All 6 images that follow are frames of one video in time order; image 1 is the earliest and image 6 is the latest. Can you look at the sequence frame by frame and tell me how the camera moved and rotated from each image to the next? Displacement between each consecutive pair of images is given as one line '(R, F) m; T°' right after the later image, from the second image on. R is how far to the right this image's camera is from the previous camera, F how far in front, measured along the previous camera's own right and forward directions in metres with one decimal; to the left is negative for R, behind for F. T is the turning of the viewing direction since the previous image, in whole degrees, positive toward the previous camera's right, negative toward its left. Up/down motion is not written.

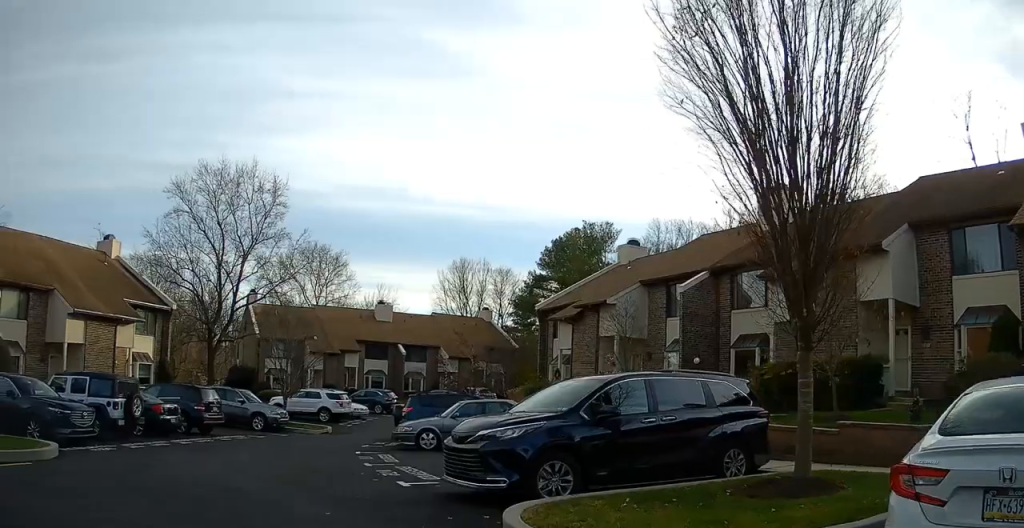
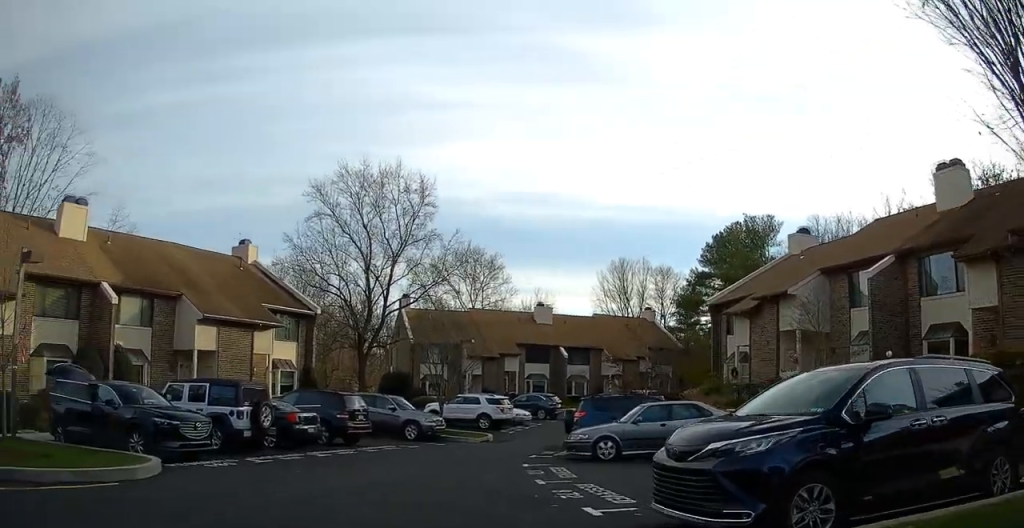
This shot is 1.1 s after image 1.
(-0.2, +2.5) m; -15°
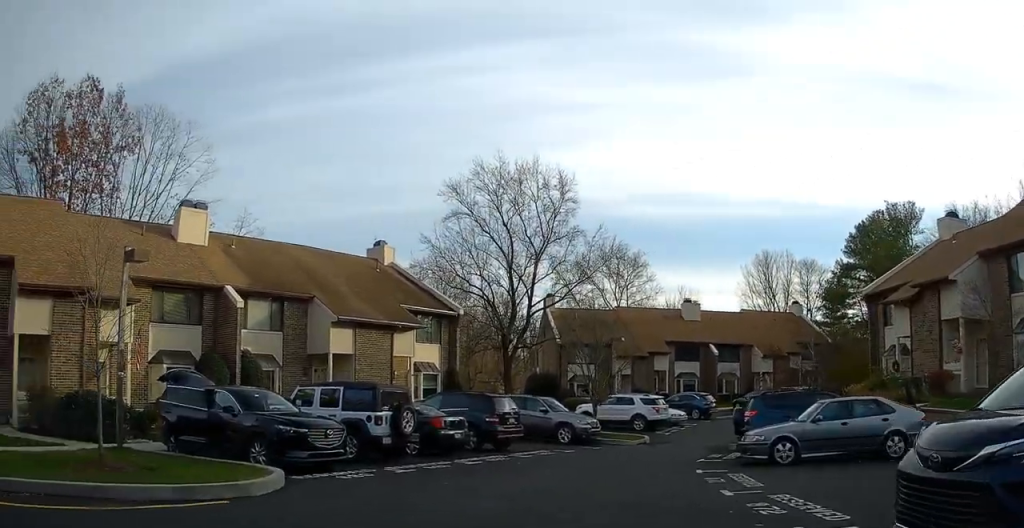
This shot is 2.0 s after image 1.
(-0.3, +1.8) m; -16°
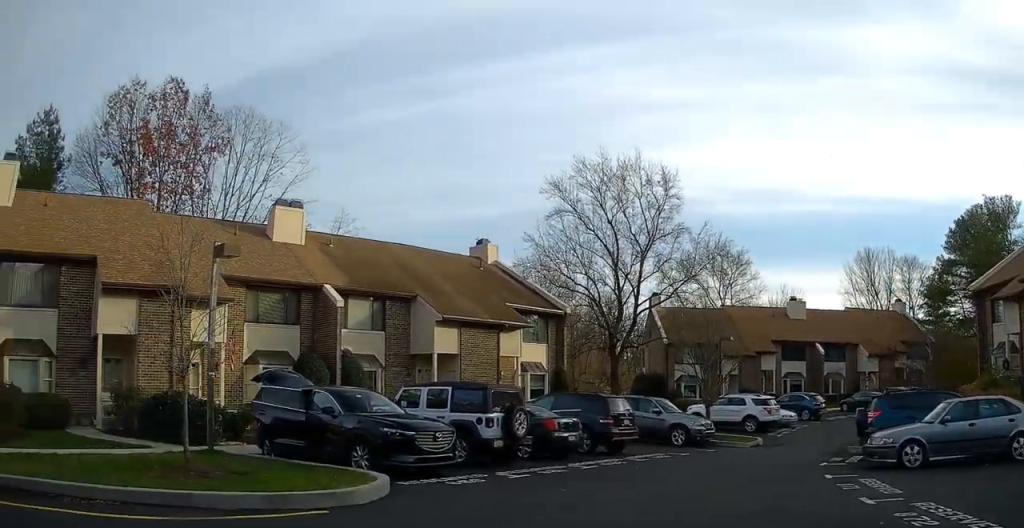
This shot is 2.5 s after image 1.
(-0.1, +1.0) m; -10°
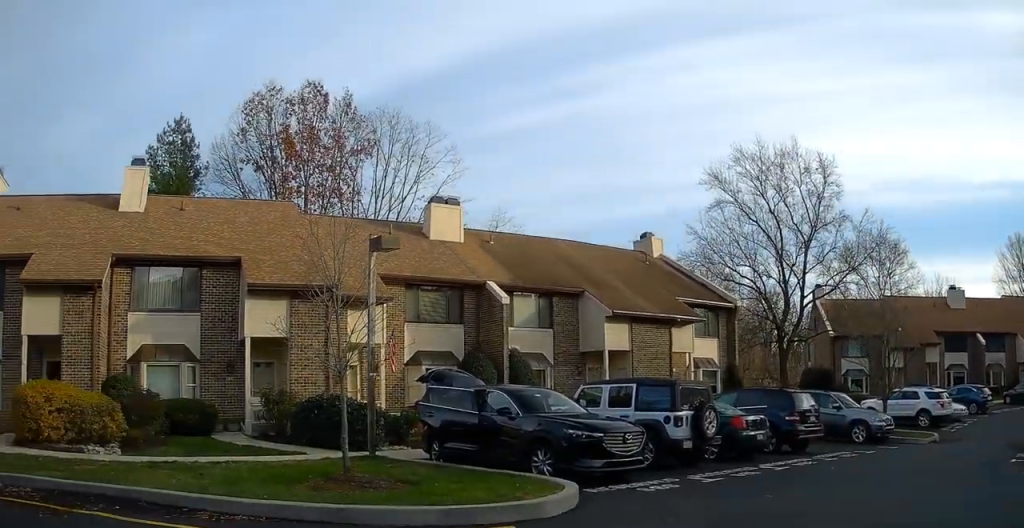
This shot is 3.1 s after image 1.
(-0.1, +1.3) m; -12°
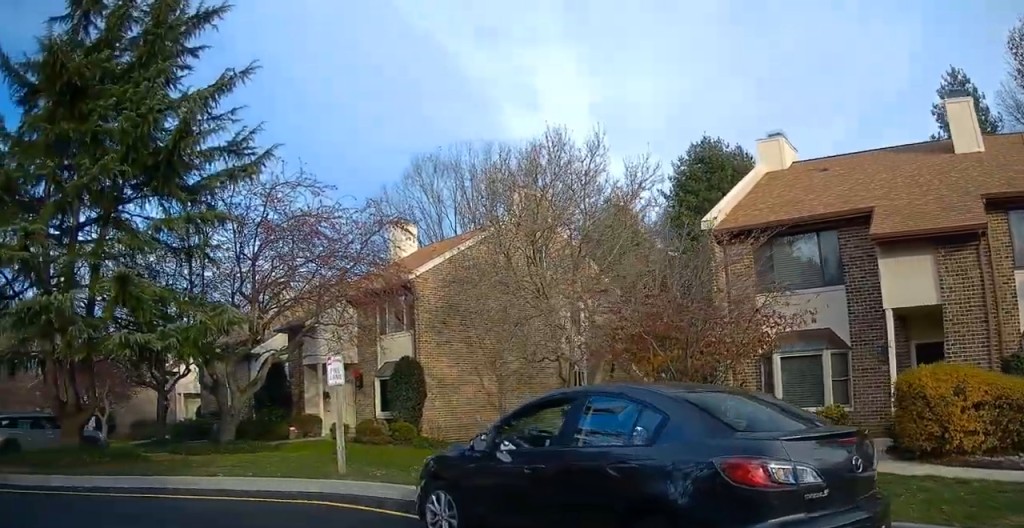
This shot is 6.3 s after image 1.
(-3.9, +4.7) m; -74°
